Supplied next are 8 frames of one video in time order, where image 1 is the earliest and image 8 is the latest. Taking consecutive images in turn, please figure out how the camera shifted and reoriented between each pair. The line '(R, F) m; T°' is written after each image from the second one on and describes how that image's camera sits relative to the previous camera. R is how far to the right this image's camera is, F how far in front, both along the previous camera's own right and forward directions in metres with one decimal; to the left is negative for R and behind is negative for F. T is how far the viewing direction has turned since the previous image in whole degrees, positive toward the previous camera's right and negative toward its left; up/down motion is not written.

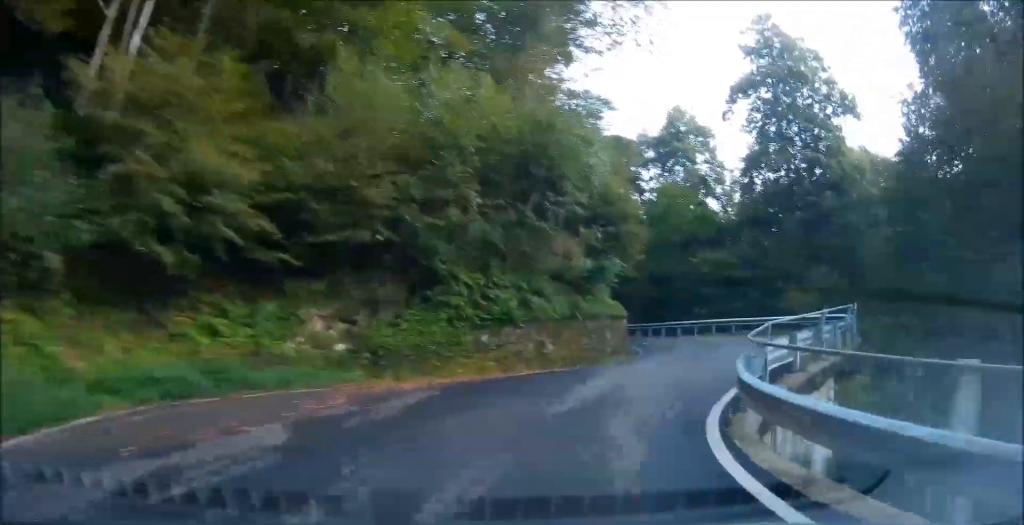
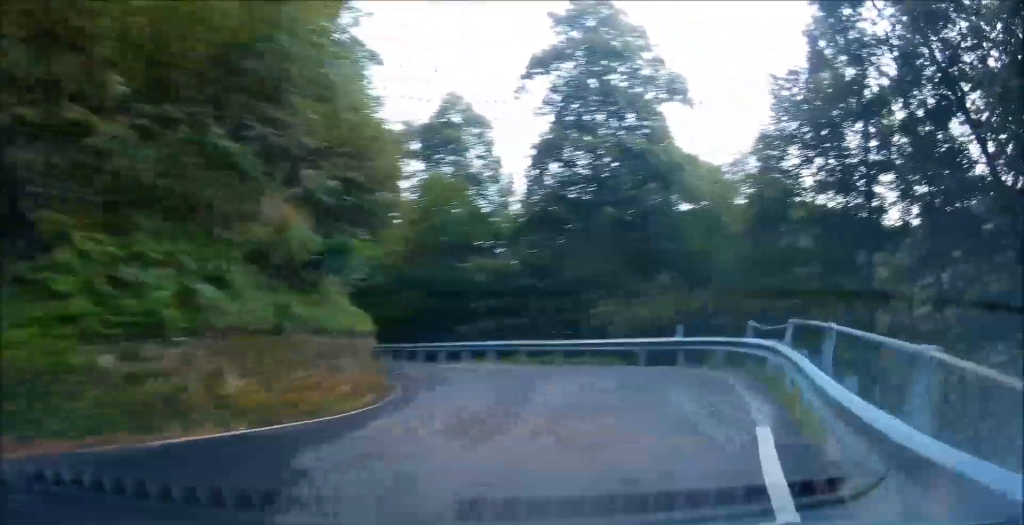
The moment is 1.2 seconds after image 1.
(+0.5, +8.5) m; +11°
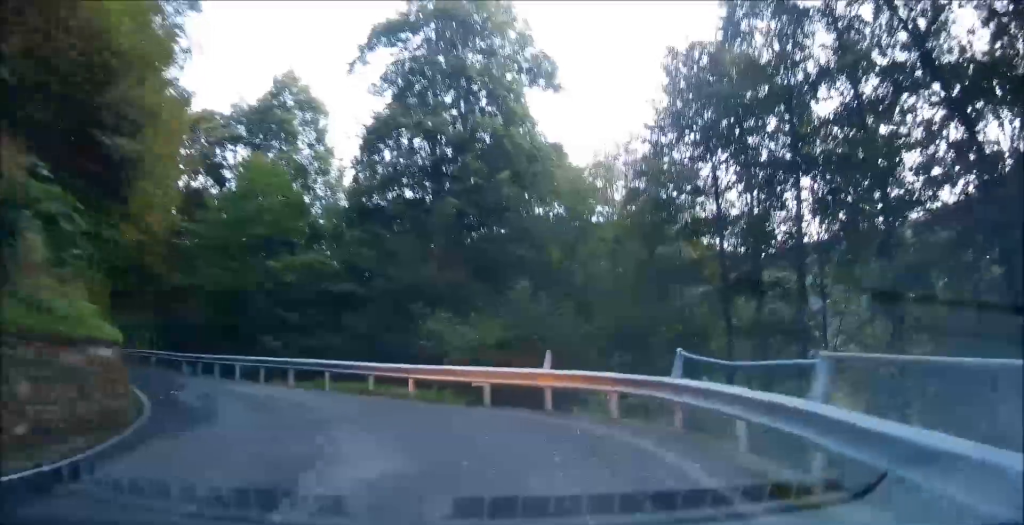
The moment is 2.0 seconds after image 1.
(+0.7, +5.7) m; +8°
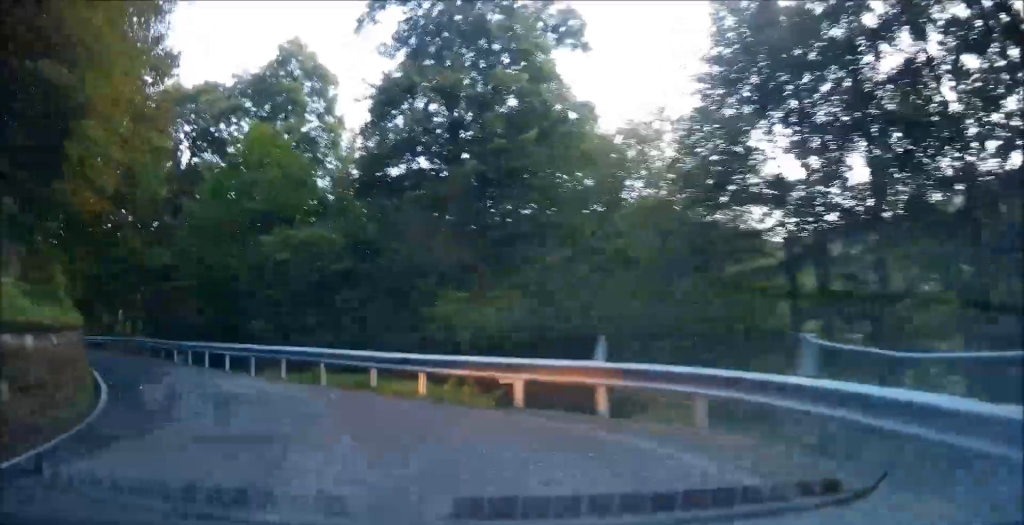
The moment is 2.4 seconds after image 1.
(+0.1, +3.0) m; +2°
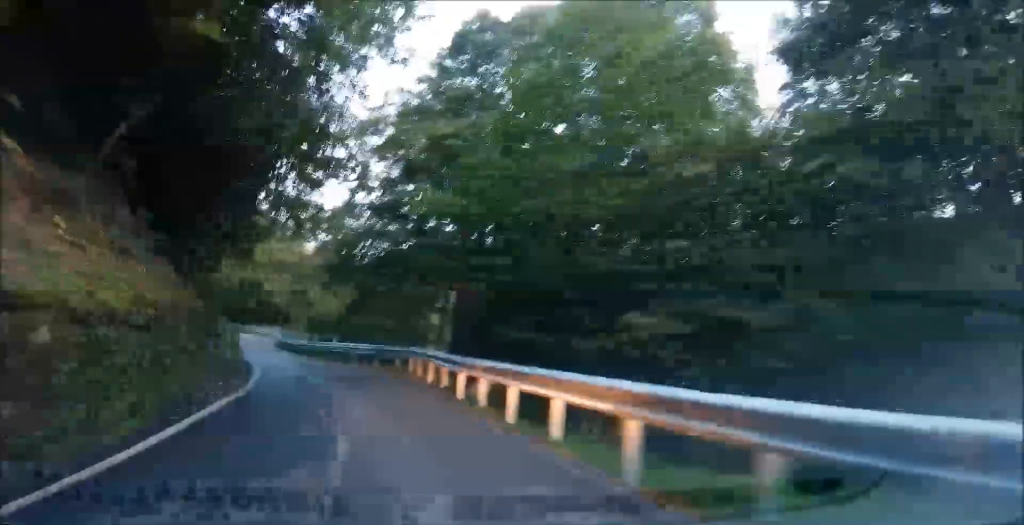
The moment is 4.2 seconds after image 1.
(-0.2, +12.1) m; -10°
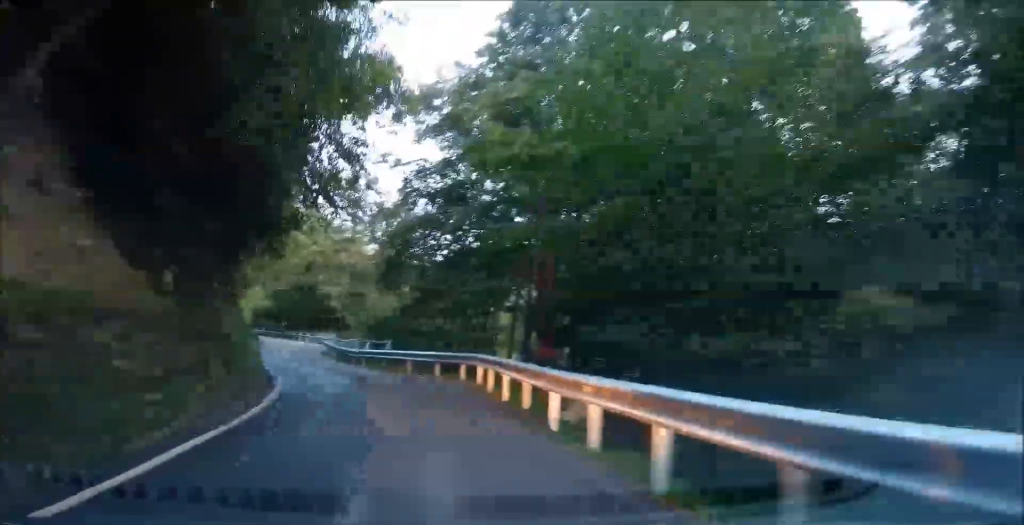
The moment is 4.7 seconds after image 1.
(-0.3, +3.9) m; -5°
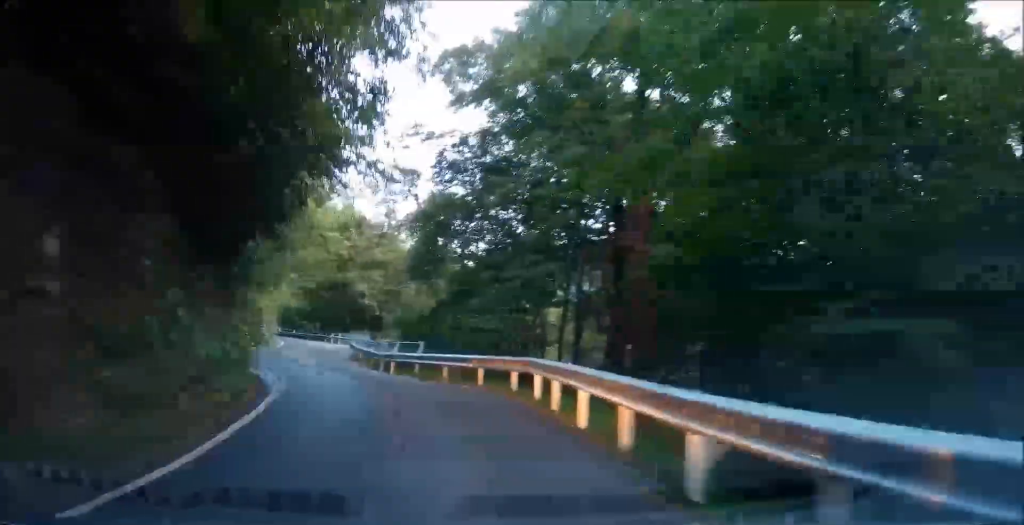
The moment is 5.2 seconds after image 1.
(-0.1, +3.7) m; -5°
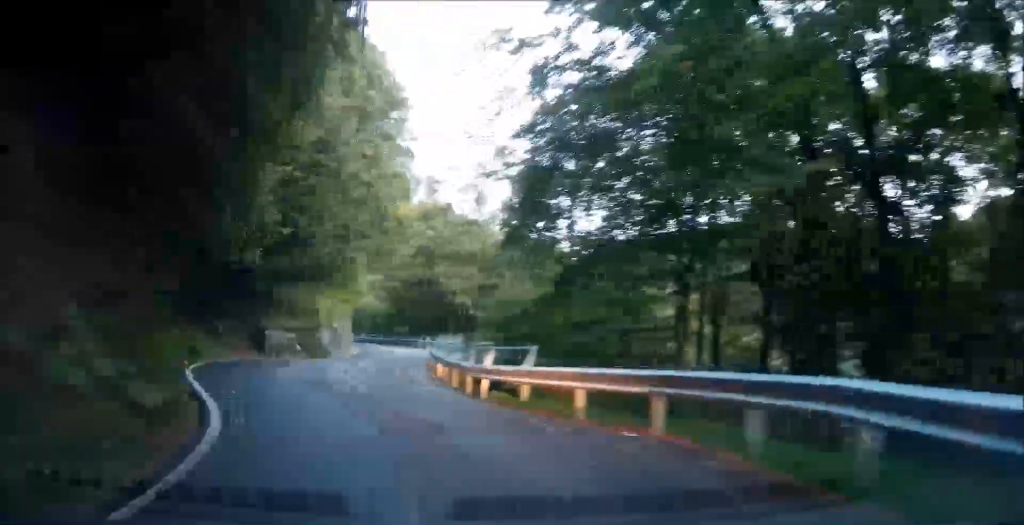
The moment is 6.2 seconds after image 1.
(-0.4, +7.5) m; -9°
